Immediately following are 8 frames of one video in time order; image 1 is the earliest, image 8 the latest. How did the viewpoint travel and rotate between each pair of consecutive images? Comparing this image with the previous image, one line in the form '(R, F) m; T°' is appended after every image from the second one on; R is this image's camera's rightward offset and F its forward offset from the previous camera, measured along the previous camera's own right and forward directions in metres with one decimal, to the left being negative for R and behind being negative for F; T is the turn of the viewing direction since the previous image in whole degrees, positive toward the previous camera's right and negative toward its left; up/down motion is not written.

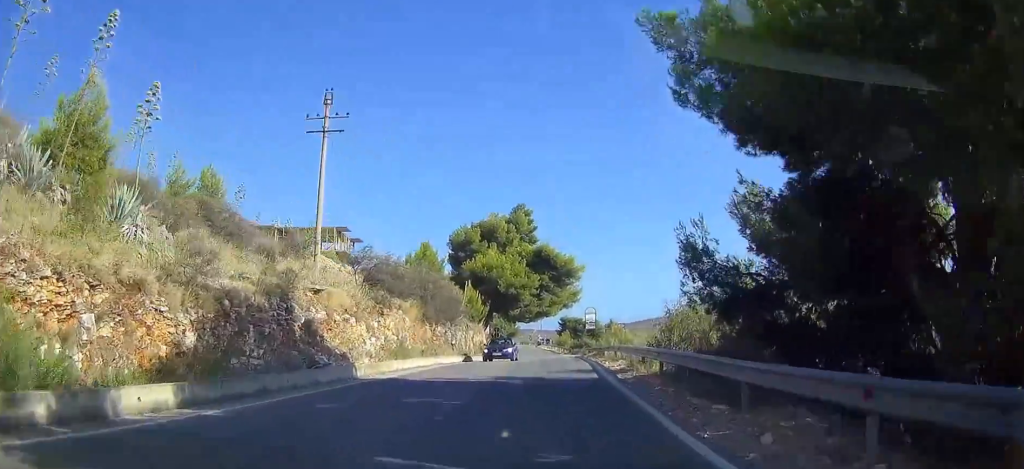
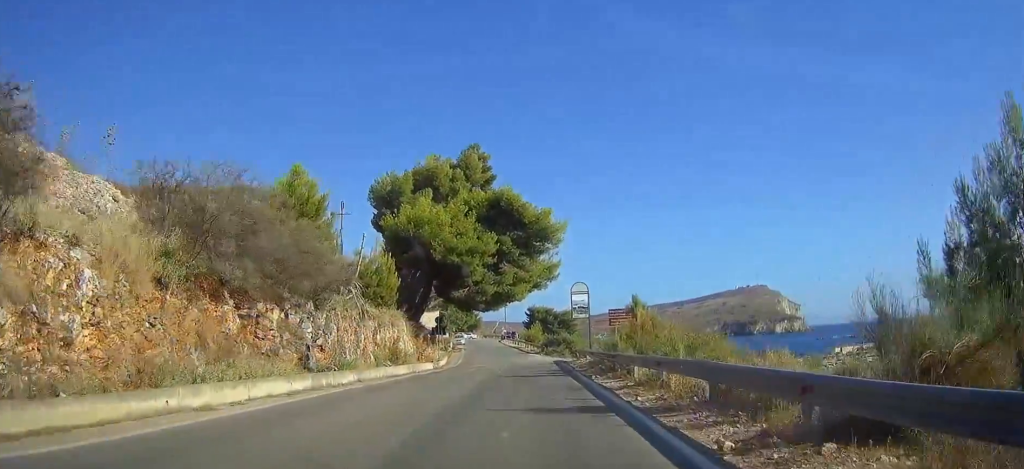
(+1.6, +23.5) m; +2°
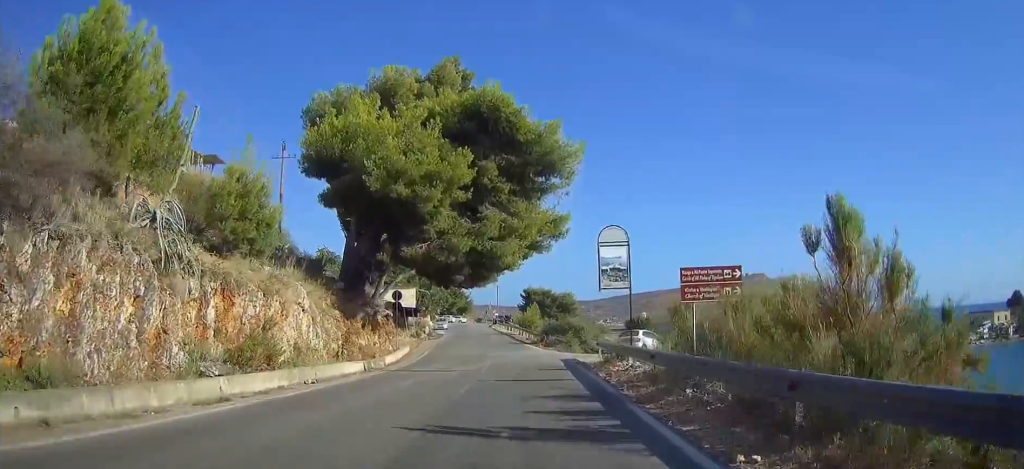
(-0.6, +15.9) m; -3°
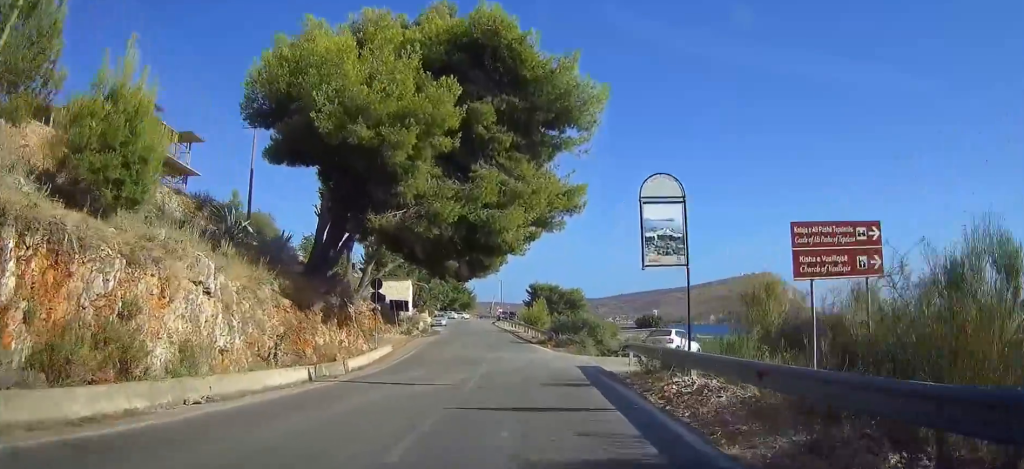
(0.0, +6.7) m; +2°
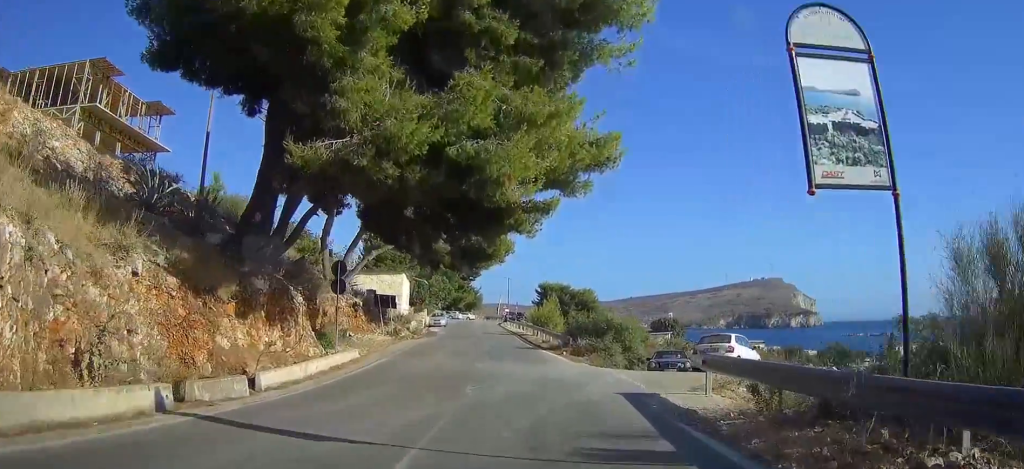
(0.0, +7.9) m; +1°
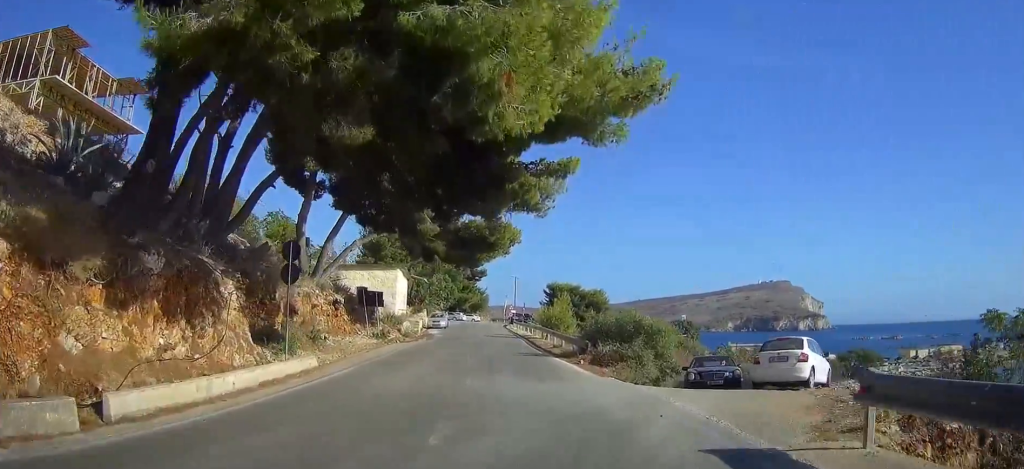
(+0.4, +5.8) m; -2°
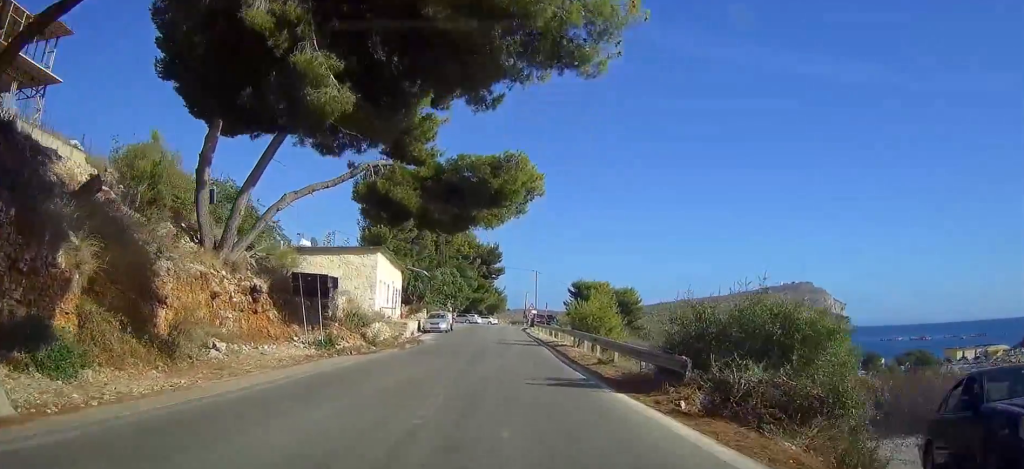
(-0.7, +12.7) m; -5°
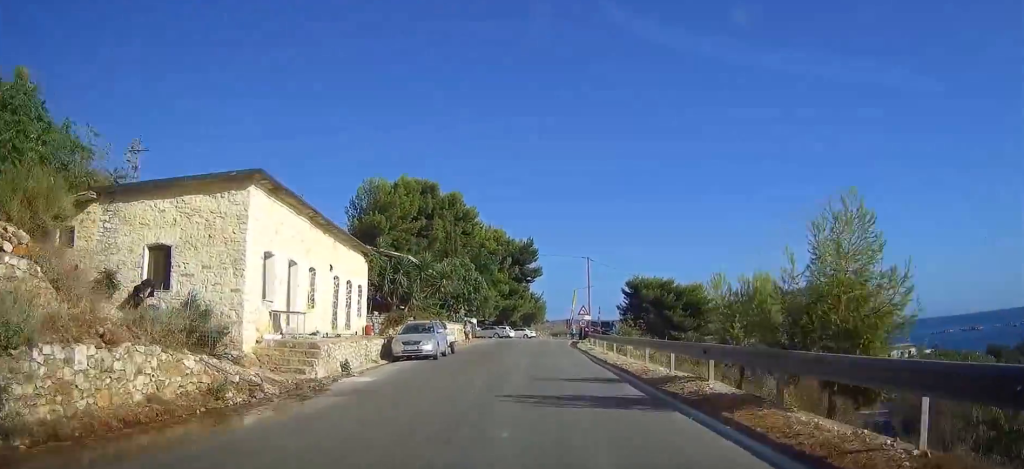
(-1.9, +21.8) m; -10°
